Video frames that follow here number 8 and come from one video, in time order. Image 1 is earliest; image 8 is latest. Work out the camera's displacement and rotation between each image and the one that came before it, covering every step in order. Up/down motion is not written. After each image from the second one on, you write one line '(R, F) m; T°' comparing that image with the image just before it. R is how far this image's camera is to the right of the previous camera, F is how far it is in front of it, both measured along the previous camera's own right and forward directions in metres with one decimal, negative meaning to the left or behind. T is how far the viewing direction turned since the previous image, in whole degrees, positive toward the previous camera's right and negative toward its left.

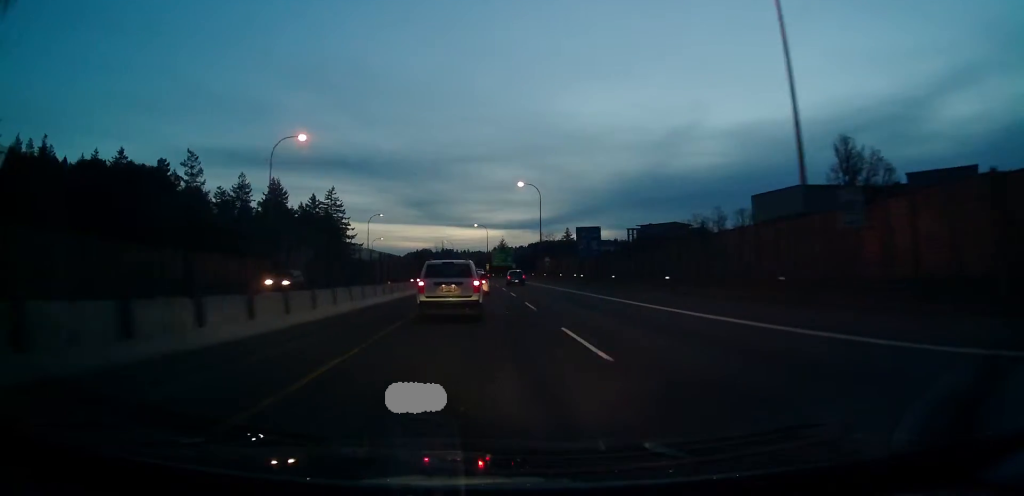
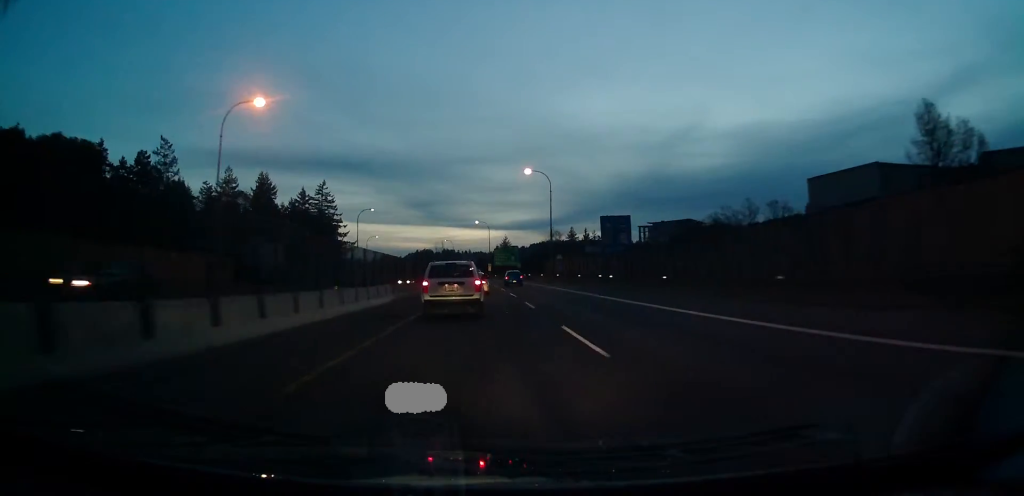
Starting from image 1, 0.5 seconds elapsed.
(0.0, +12.1) m; 0°
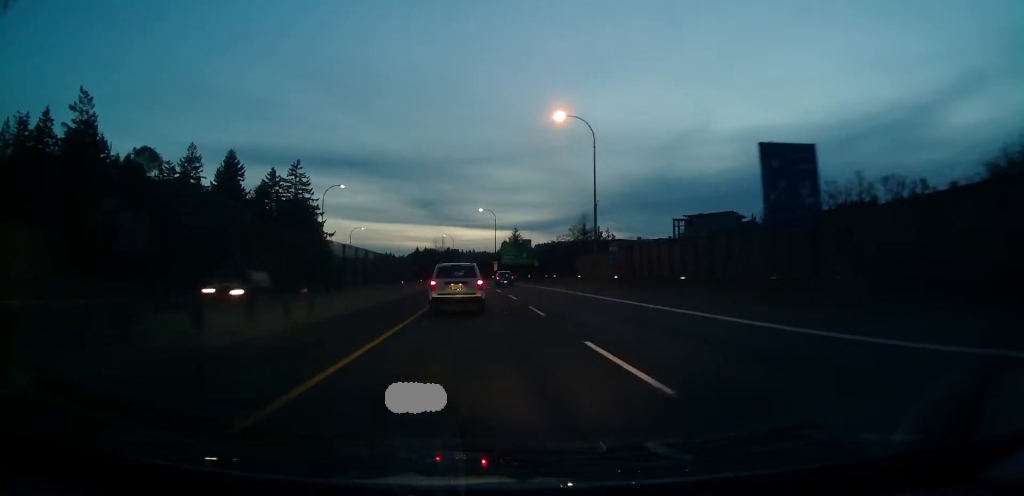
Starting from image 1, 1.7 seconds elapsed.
(0.0, +28.1) m; 0°
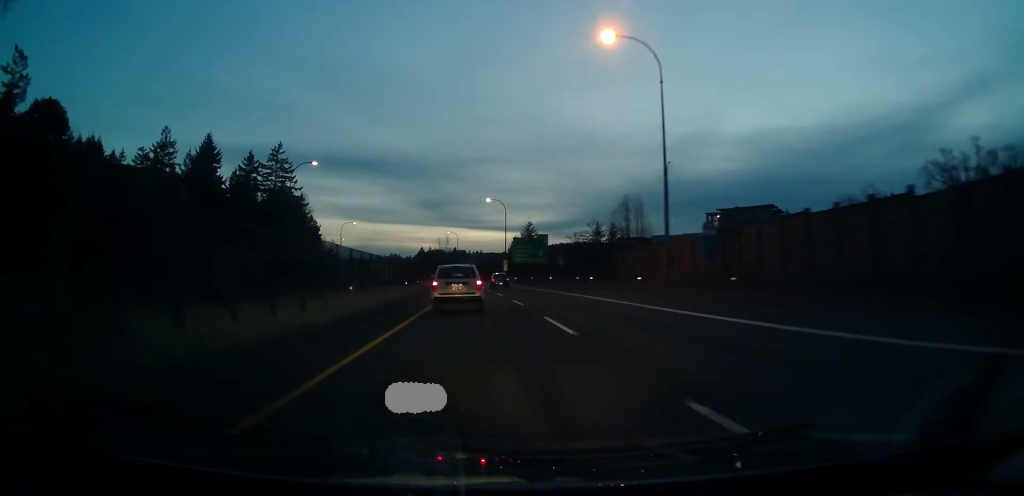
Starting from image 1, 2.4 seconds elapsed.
(0.0, +17.9) m; -1°
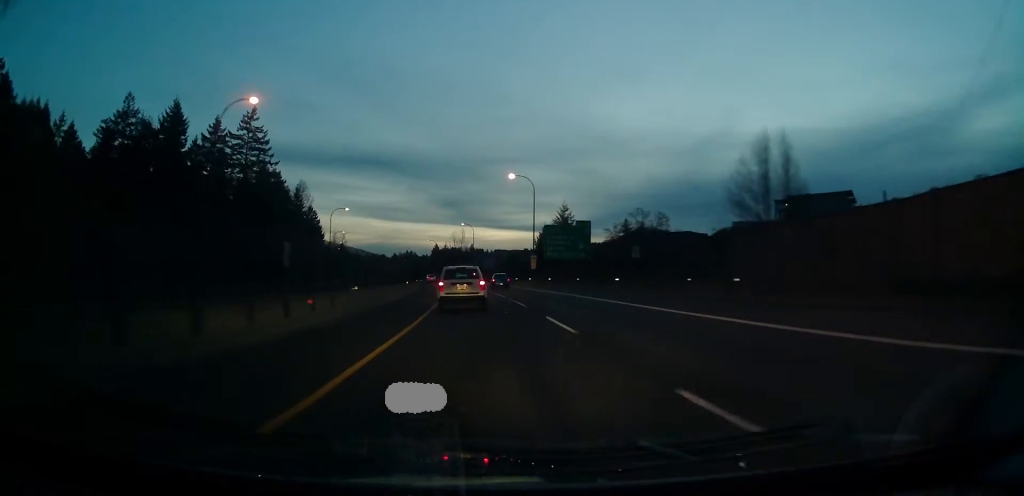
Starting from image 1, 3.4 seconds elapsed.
(-0.3, +24.2) m; -1°
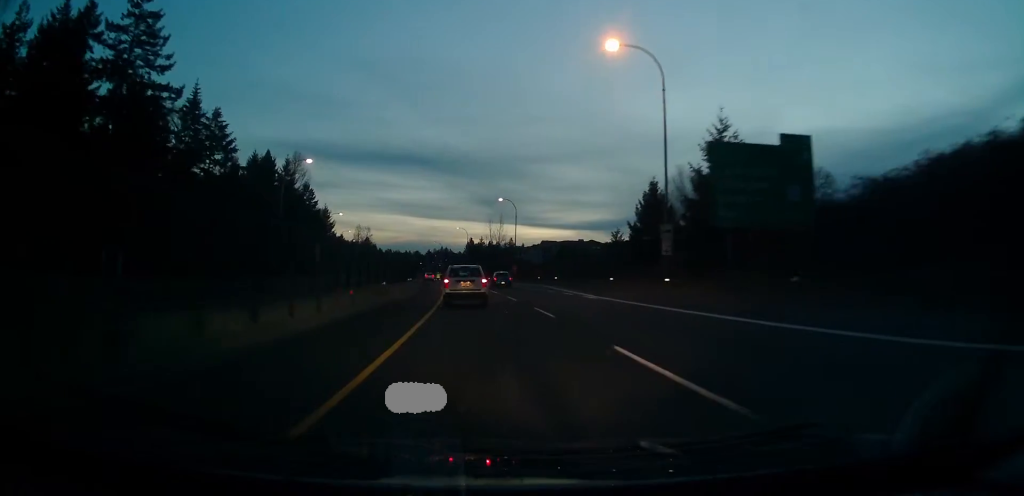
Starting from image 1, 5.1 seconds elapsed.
(-0.8, +44.9) m; -2°
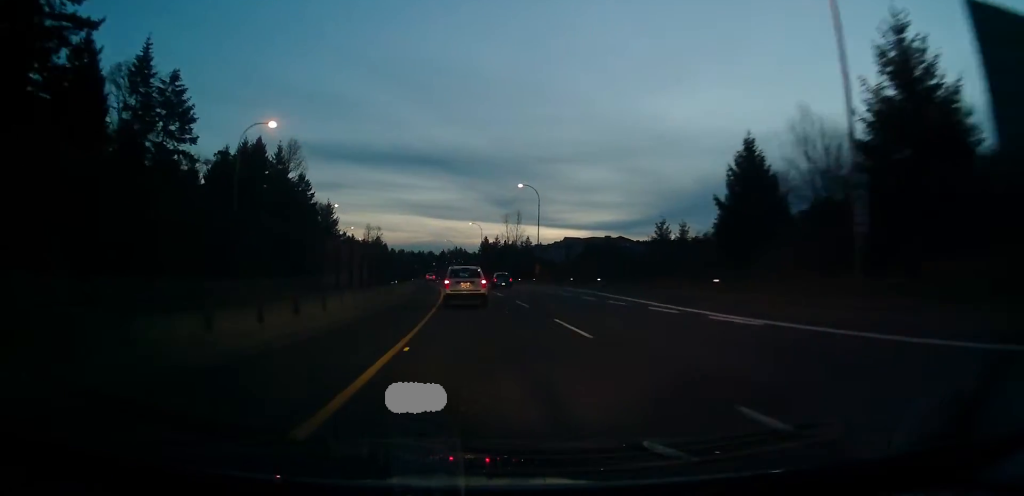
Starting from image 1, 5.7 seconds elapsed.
(-0.2, +17.0) m; -1°
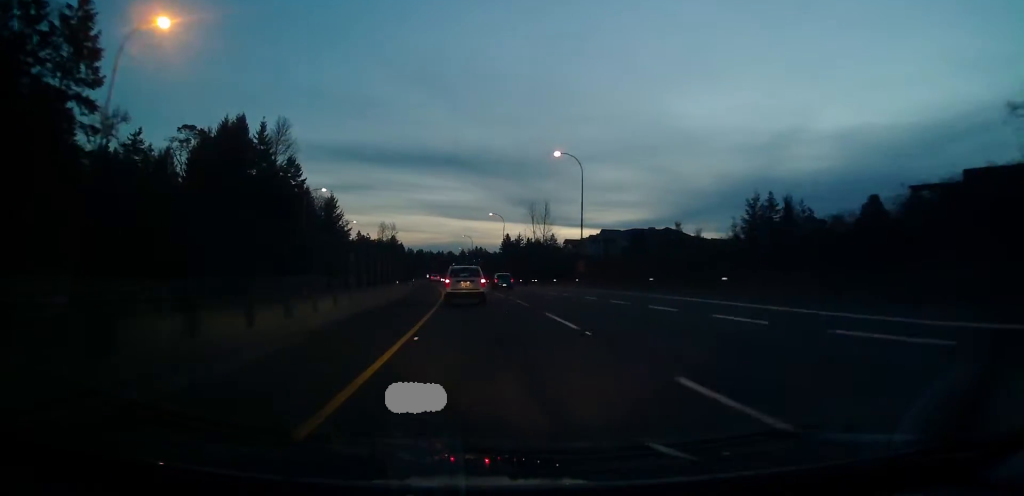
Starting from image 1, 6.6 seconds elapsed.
(-0.3, +22.7) m; -2°
